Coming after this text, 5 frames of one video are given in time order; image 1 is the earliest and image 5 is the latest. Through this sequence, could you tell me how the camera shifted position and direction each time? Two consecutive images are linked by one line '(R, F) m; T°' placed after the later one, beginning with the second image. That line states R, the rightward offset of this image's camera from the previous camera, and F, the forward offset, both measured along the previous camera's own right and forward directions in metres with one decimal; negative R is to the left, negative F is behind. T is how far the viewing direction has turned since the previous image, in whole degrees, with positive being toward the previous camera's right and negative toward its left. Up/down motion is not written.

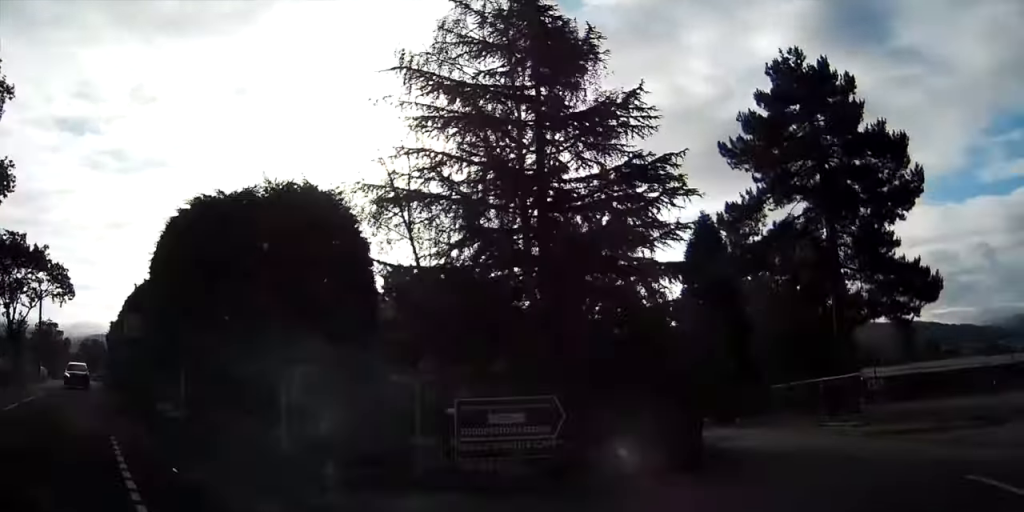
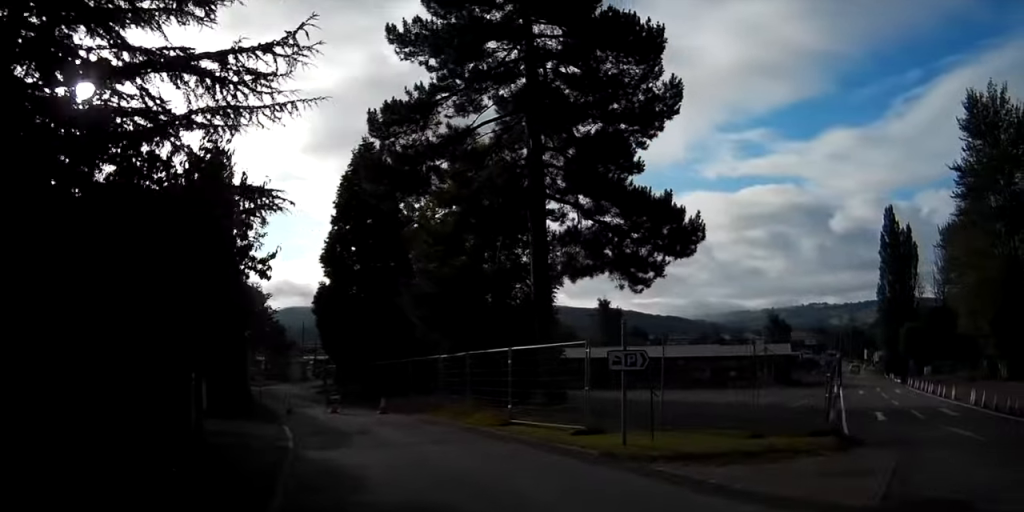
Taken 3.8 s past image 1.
(+2.2, +10.2) m; +18°
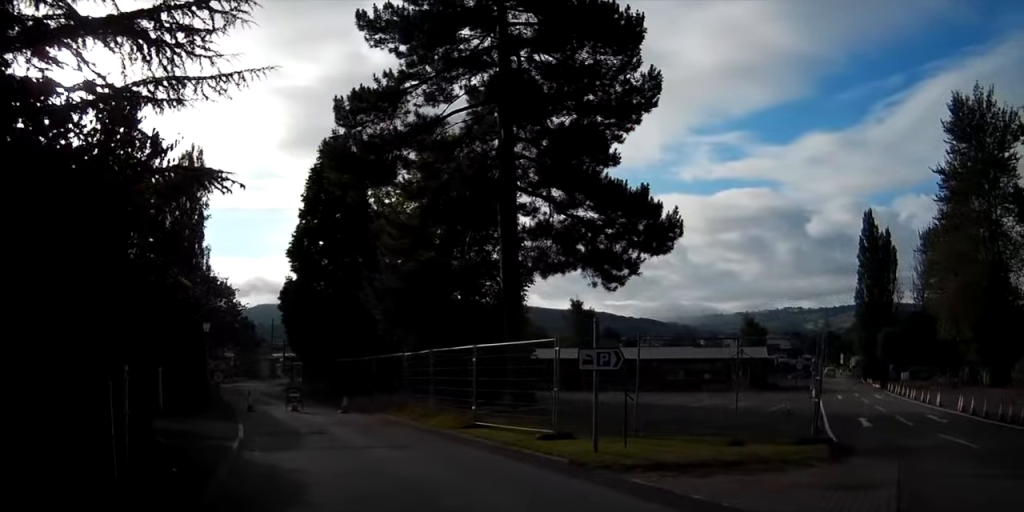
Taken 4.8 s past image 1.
(0.0, +1.3) m; +4°
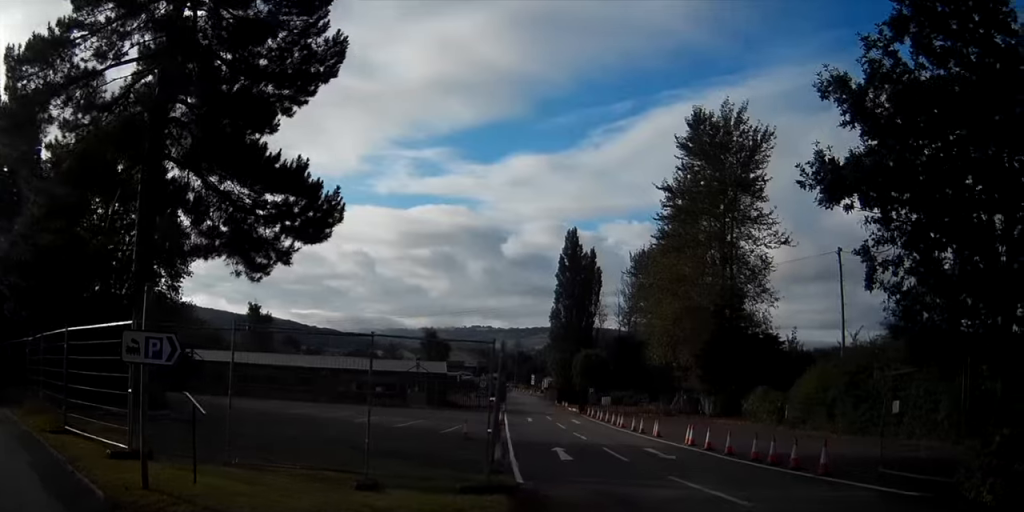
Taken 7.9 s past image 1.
(+0.9, +4.3) m; +21°
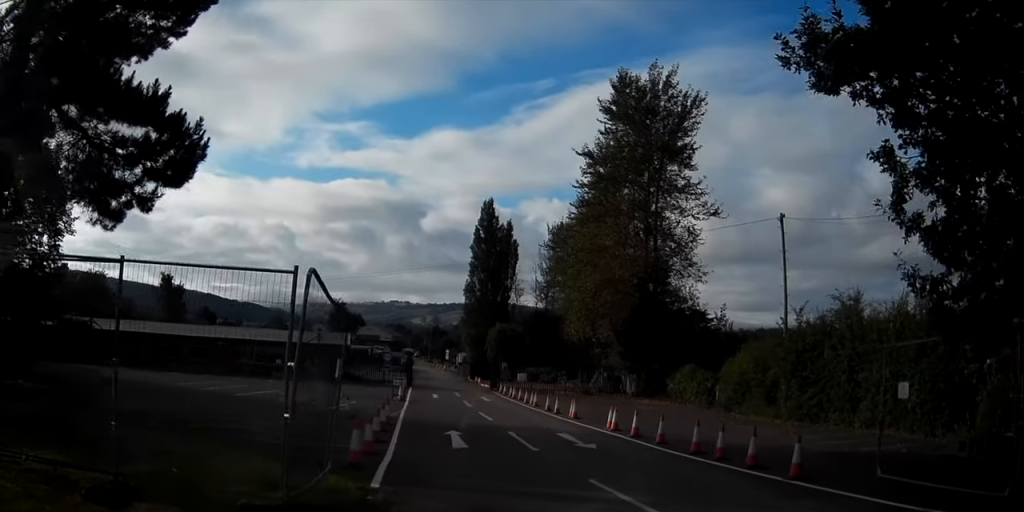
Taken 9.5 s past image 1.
(+0.4, +3.8) m; +17°
